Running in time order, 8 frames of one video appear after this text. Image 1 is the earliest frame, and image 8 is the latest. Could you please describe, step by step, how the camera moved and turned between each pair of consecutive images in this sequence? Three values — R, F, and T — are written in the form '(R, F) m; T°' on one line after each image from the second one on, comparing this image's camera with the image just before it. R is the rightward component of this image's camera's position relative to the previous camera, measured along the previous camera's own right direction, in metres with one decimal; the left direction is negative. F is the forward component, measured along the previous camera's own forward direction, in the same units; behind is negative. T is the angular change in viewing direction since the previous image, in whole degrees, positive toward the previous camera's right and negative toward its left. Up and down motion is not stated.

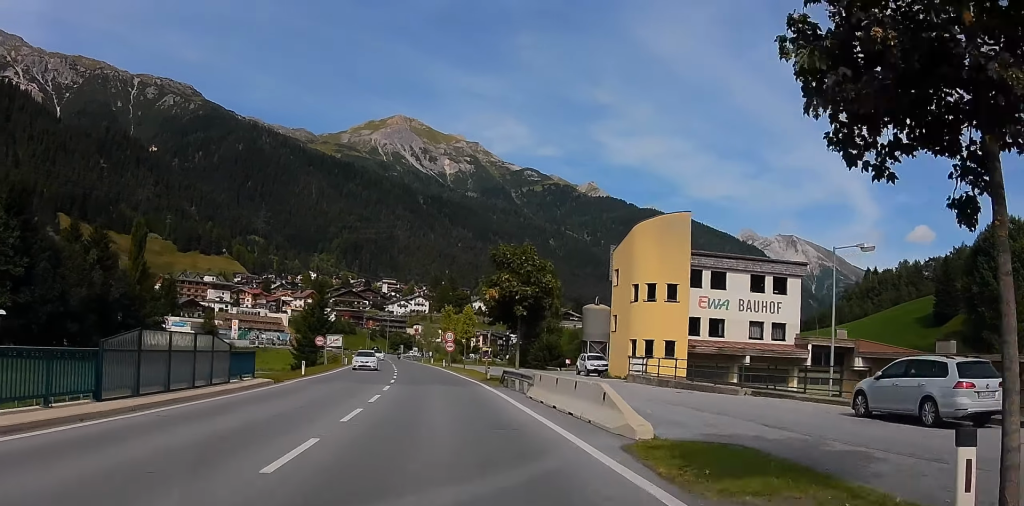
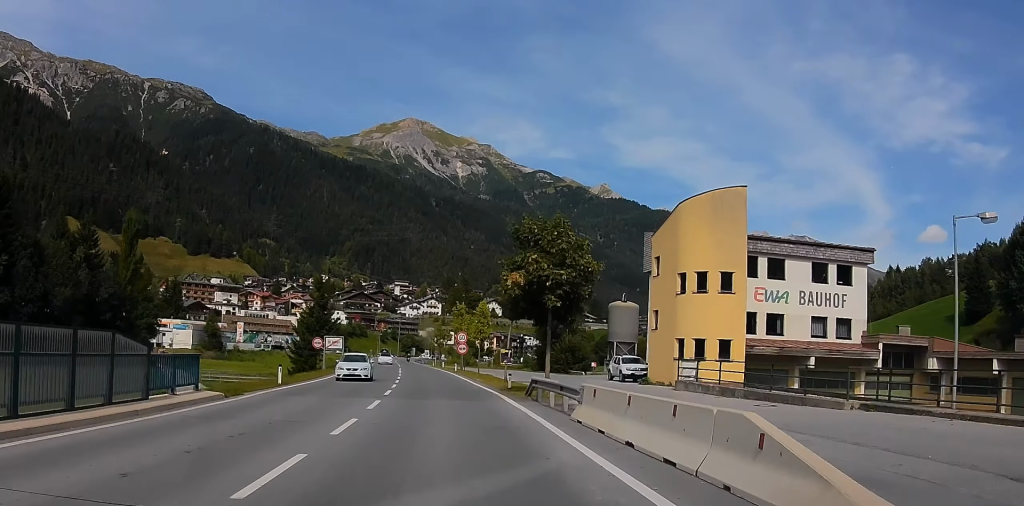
(0.0, +7.5) m; +1°
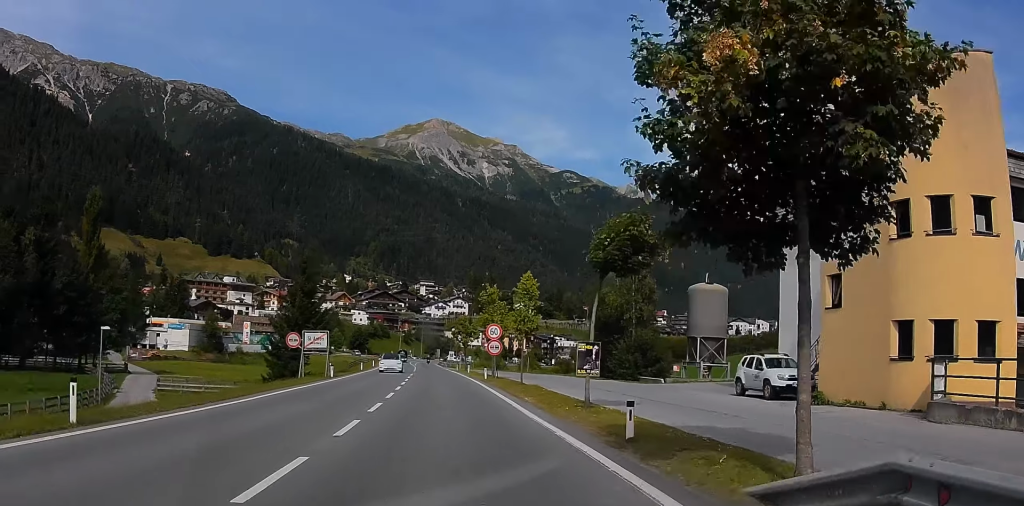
(+0.9, +18.8) m; +5°
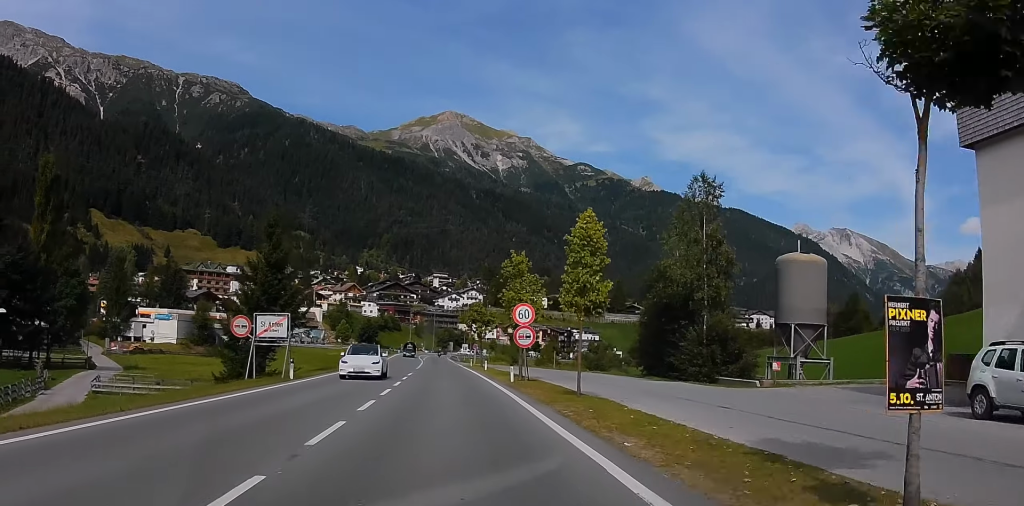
(+0.5, +13.6) m; +1°
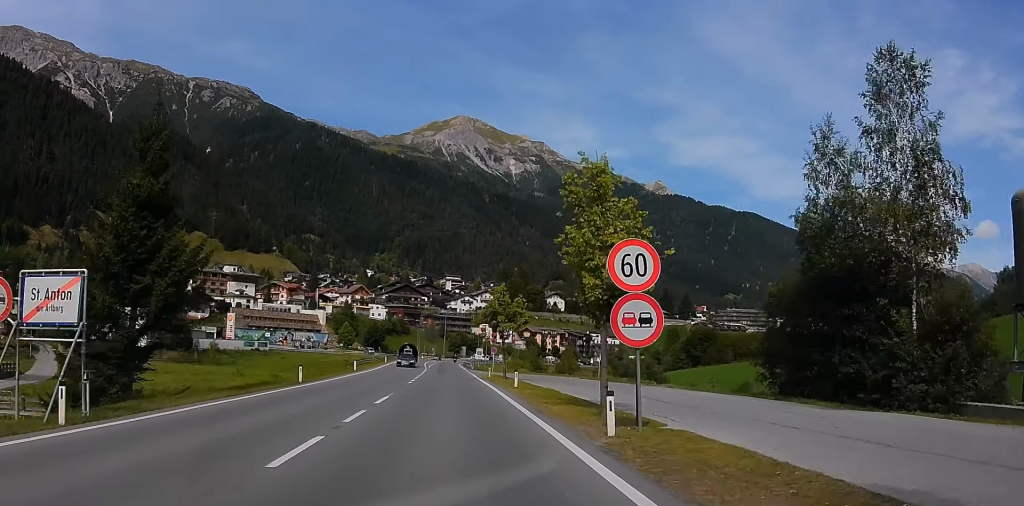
(-1.0, +19.0) m; -7°
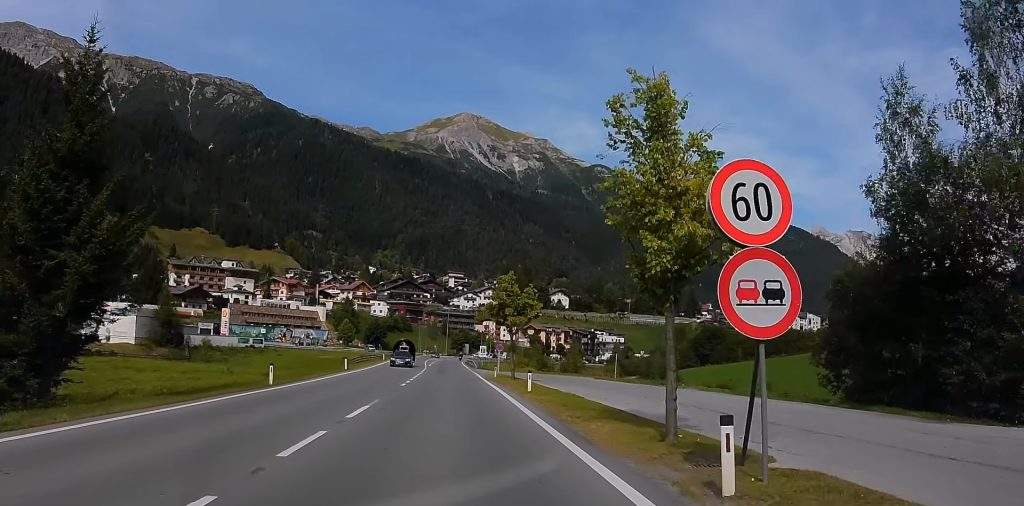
(-0.4, +5.5) m; 0°
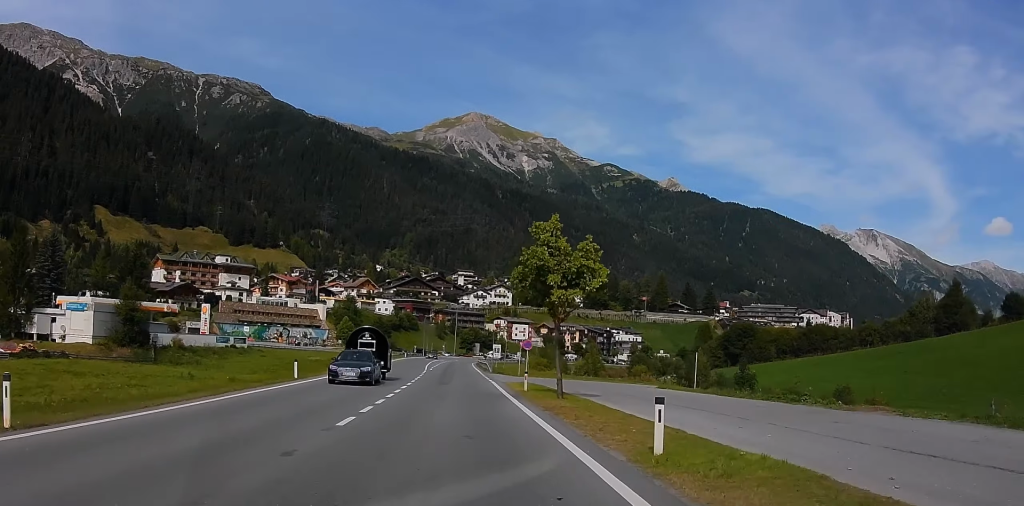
(+0.3, +17.1) m; -1°
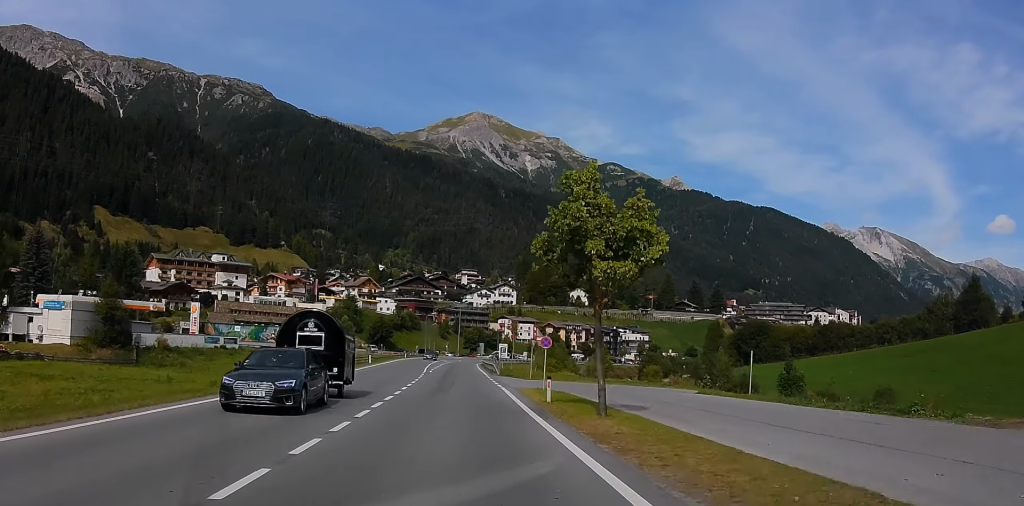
(-0.2, +7.1) m; 0°
